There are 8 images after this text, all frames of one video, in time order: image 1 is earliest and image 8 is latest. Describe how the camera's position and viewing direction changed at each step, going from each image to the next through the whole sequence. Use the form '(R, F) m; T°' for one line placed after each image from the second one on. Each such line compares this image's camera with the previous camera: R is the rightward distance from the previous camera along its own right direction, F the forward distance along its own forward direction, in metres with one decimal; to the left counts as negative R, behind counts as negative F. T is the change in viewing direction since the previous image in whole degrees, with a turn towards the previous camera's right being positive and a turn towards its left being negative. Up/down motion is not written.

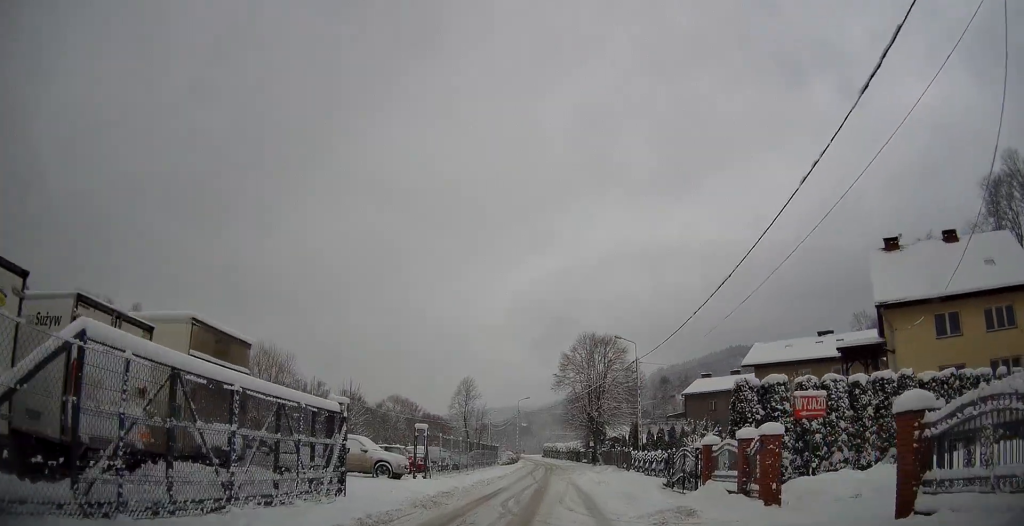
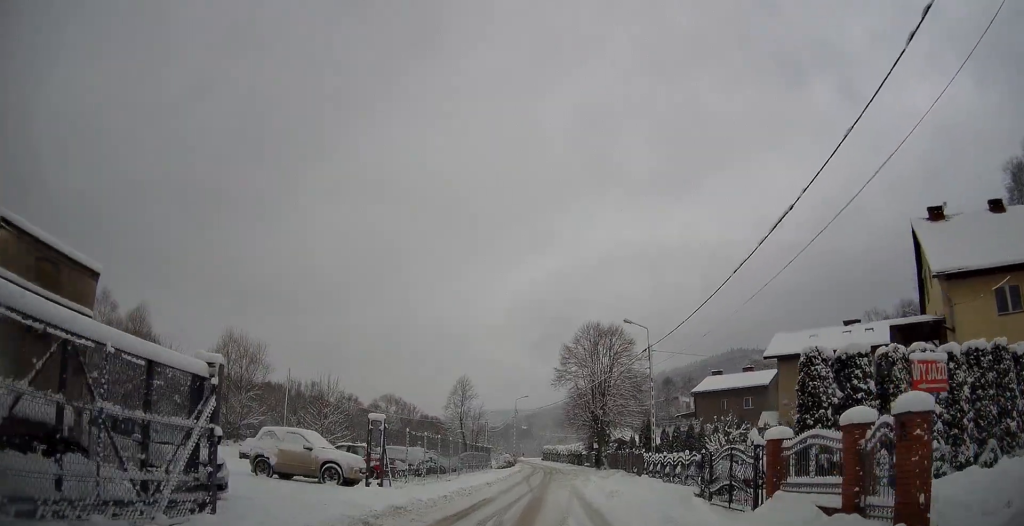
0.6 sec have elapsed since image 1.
(-0.1, +5.3) m; 0°
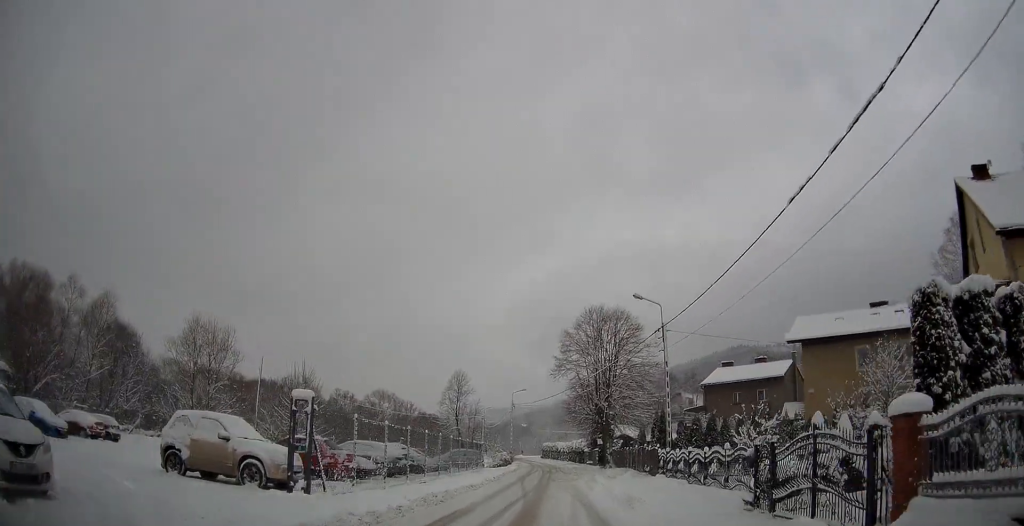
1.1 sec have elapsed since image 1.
(-0.1, +4.8) m; 0°
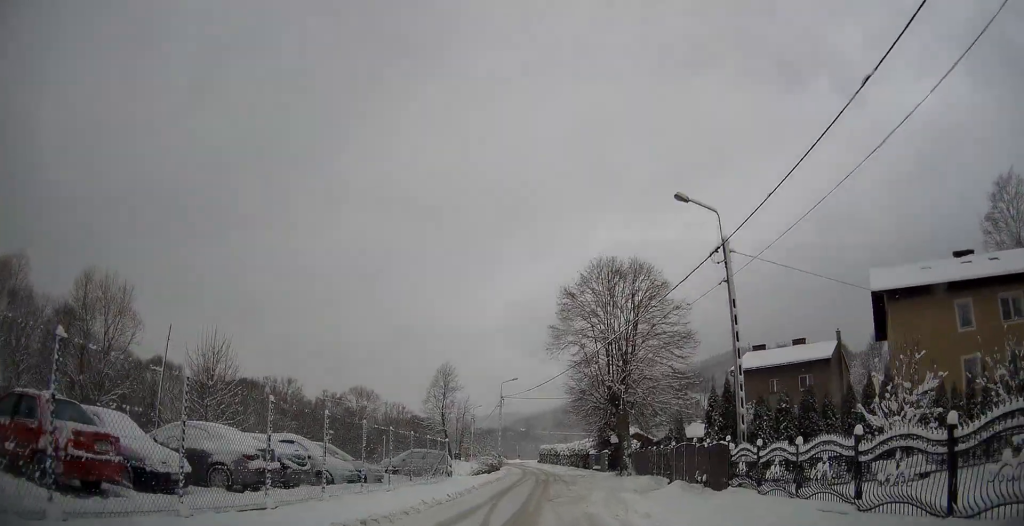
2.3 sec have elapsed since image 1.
(+0.2, +12.0) m; +1°
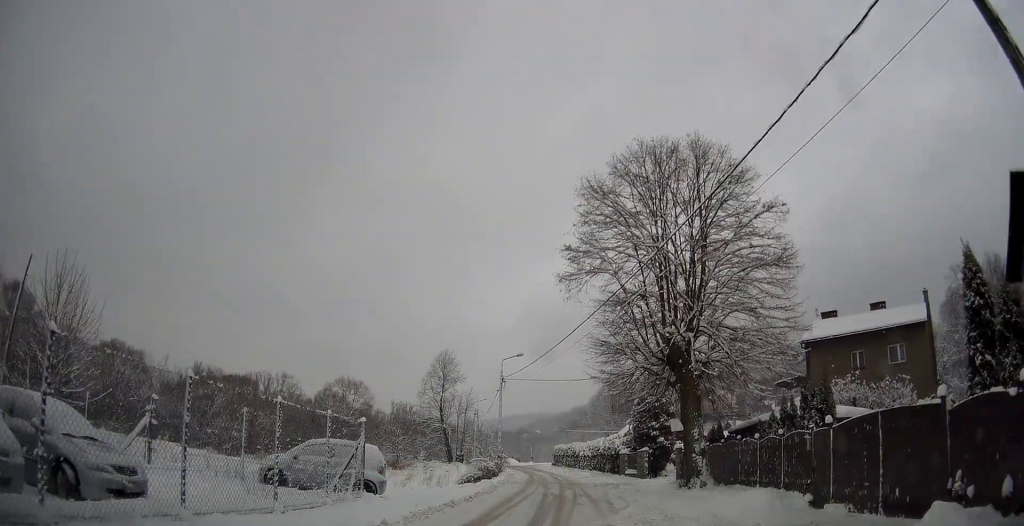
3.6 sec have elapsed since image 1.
(-0.1, +13.4) m; -2°
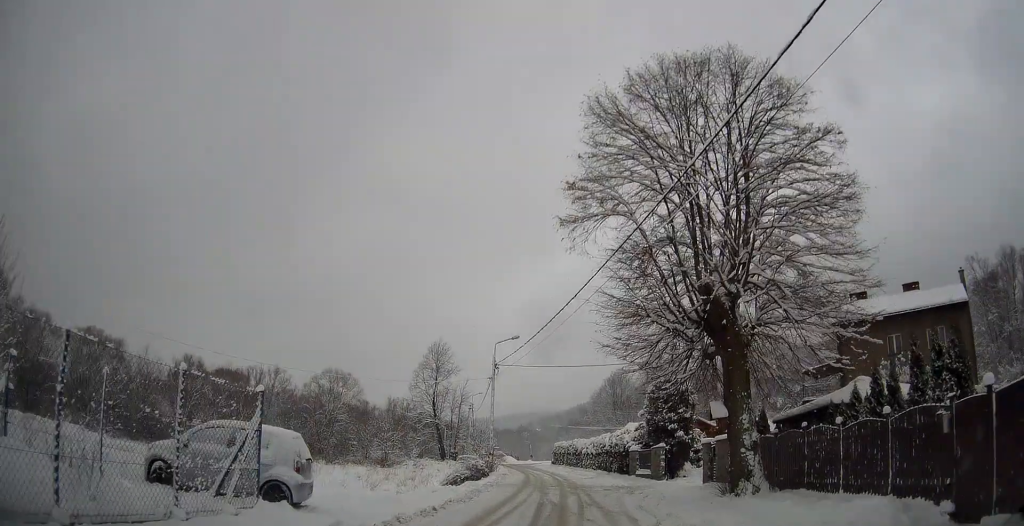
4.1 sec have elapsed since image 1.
(0.0, +5.0) m; -1°
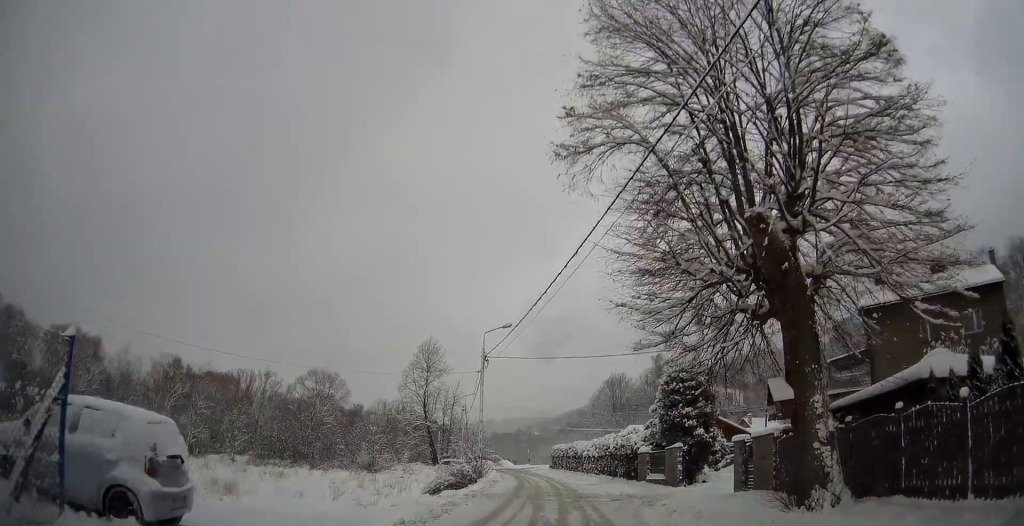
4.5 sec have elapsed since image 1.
(-0.1, +4.2) m; 0°
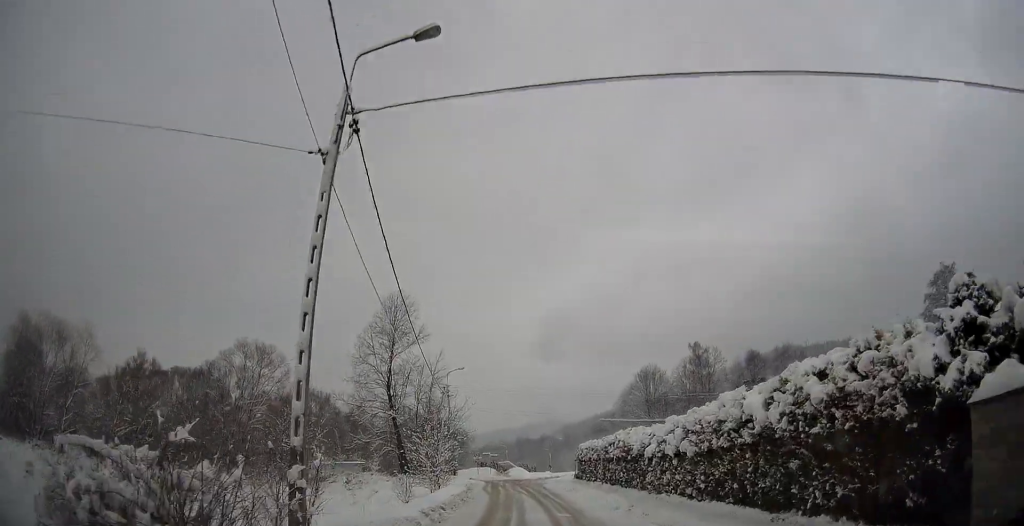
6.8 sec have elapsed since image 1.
(-0.4, +23.7) m; -3°
